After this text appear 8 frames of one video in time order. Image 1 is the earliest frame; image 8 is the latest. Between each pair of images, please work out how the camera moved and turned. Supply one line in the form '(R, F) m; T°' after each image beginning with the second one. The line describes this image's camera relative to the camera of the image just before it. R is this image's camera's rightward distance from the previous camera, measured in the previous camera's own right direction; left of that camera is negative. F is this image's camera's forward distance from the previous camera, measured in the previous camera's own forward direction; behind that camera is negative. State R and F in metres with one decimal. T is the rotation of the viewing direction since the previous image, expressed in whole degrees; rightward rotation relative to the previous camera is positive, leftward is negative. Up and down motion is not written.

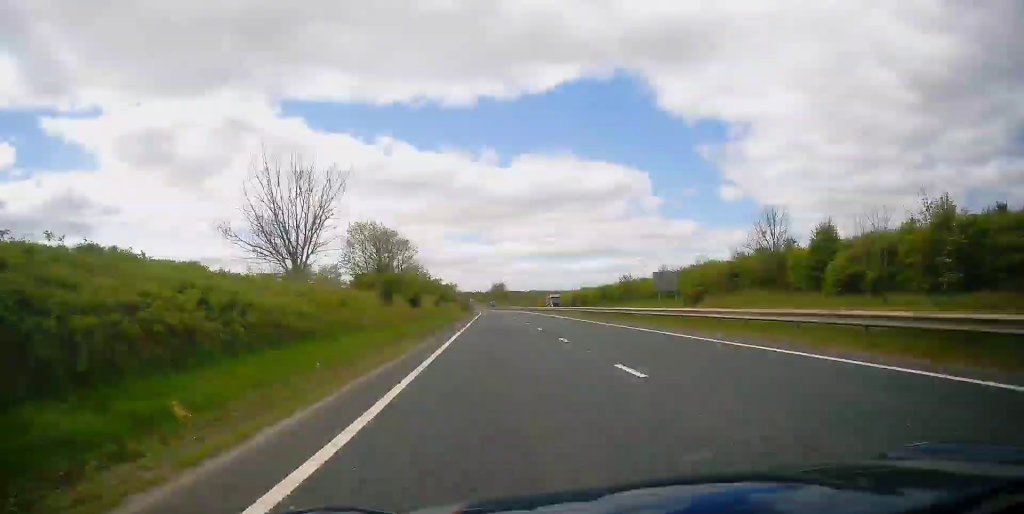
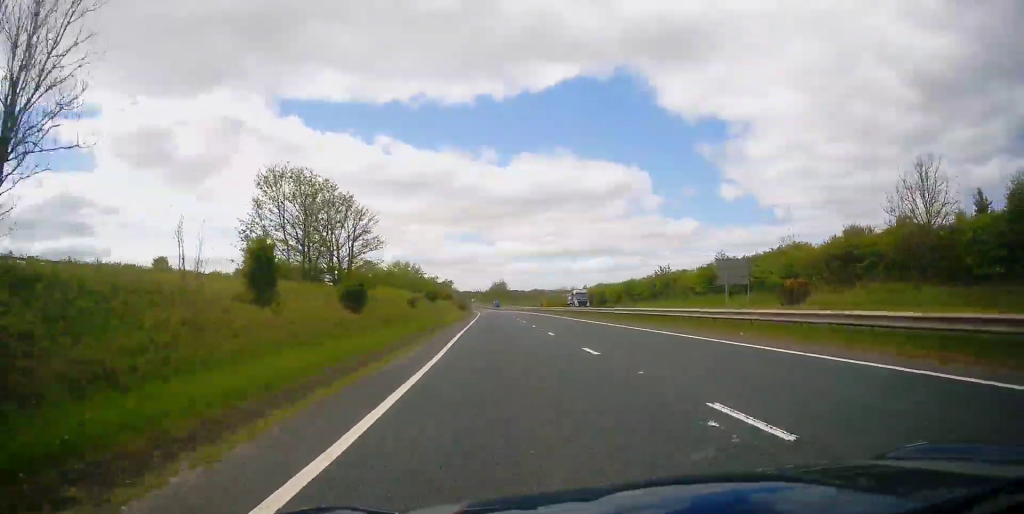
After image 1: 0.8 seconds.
(0.0, +21.9) m; 0°
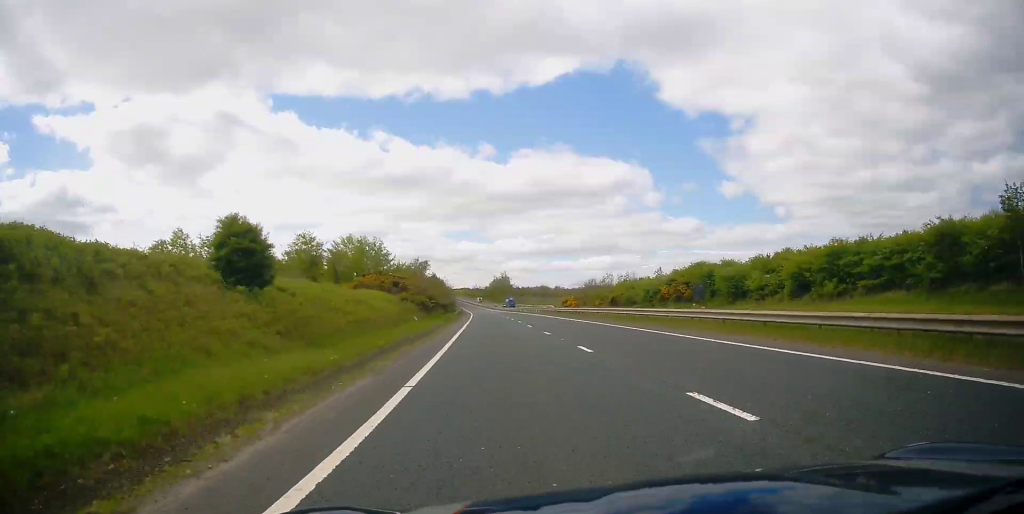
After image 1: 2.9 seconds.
(+0.1, +61.3) m; -1°
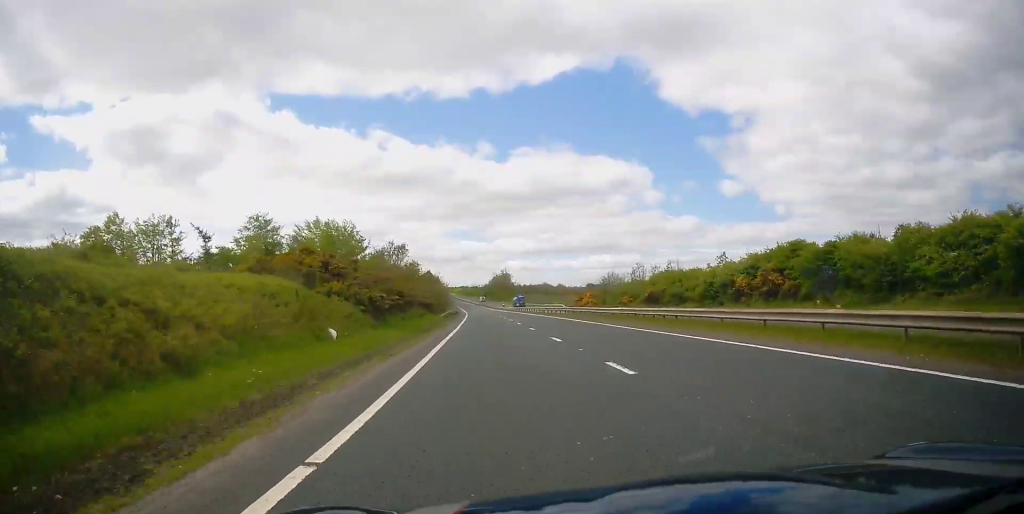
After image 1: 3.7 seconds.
(-0.2, +22.9) m; 0°
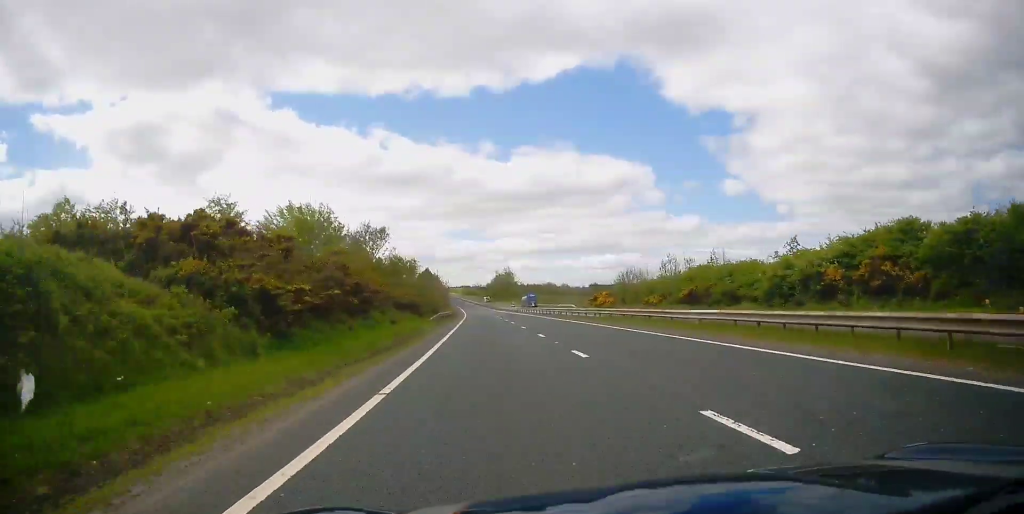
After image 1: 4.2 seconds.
(0.0, +14.8) m; 0°
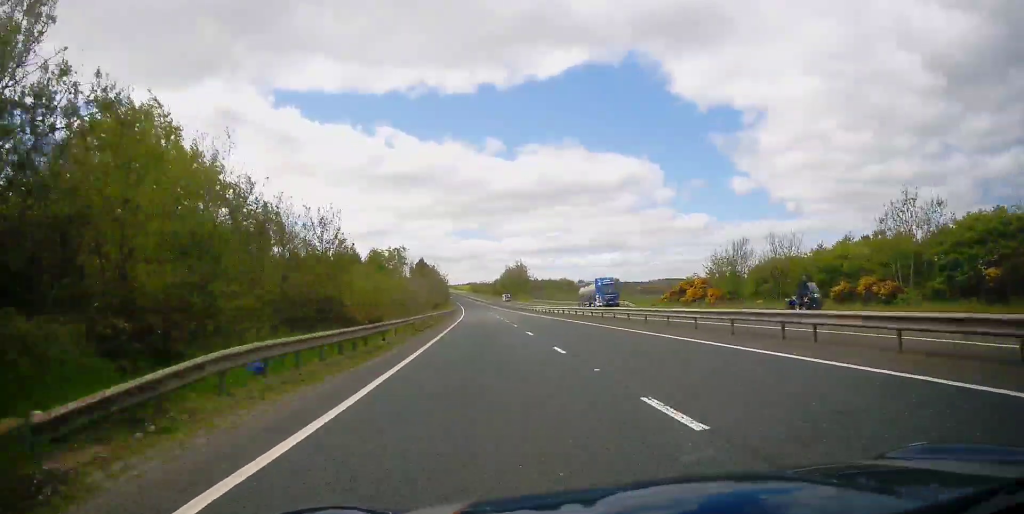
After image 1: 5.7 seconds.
(+0.2, +43.2) m; 0°
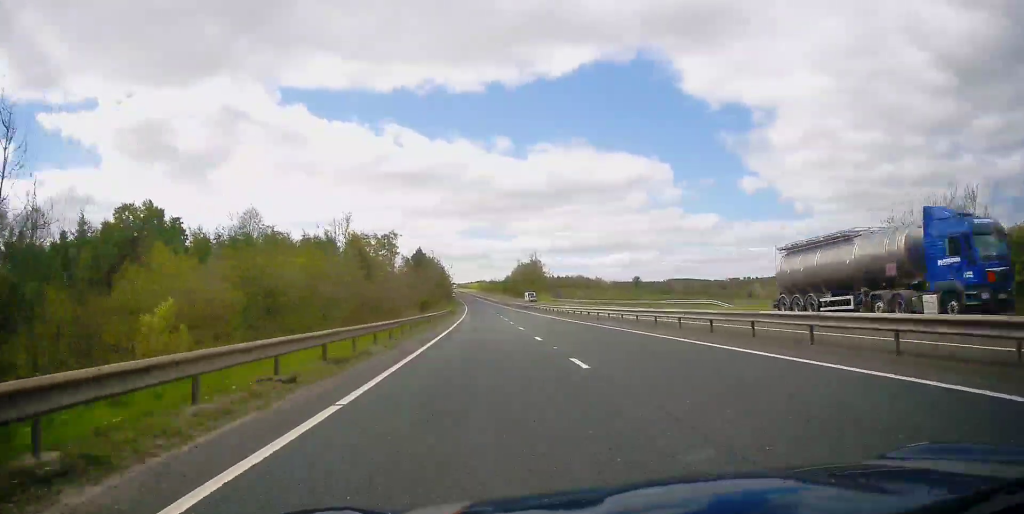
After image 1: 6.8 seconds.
(-0.3, +30.8) m; -1°
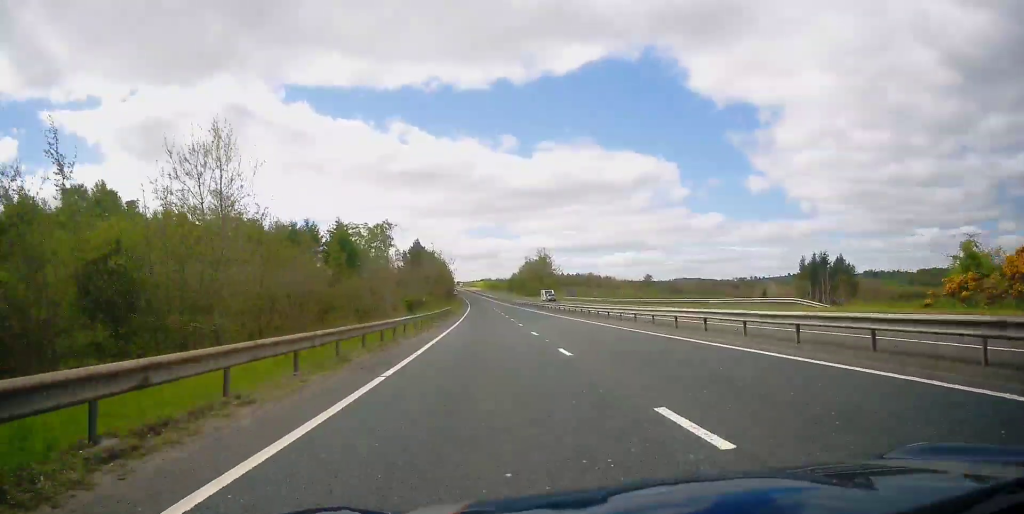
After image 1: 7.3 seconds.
(-0.1, +14.9) m; 0°
